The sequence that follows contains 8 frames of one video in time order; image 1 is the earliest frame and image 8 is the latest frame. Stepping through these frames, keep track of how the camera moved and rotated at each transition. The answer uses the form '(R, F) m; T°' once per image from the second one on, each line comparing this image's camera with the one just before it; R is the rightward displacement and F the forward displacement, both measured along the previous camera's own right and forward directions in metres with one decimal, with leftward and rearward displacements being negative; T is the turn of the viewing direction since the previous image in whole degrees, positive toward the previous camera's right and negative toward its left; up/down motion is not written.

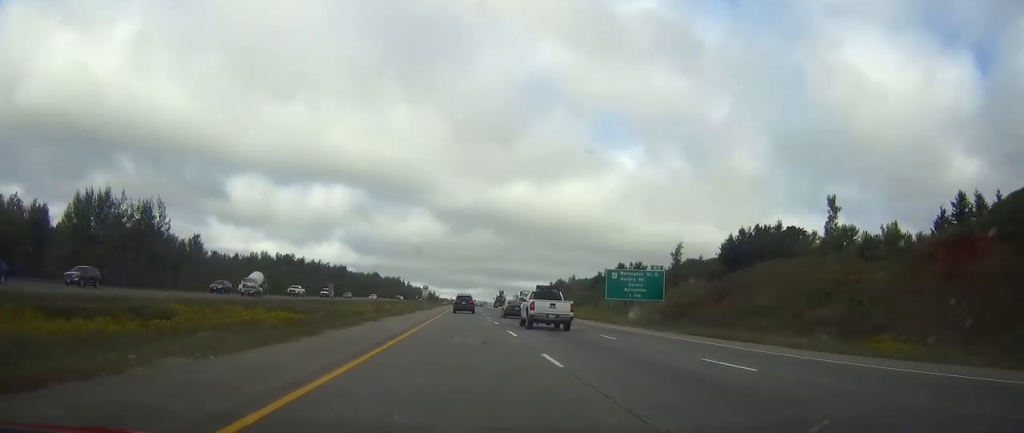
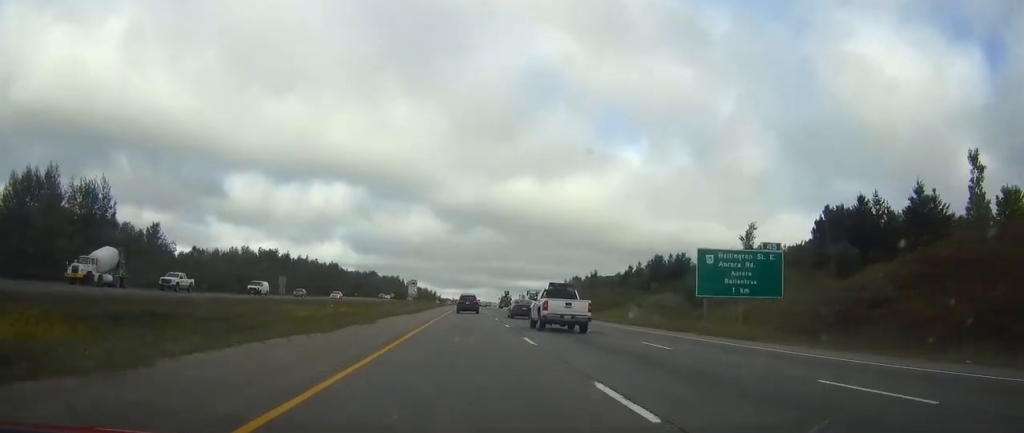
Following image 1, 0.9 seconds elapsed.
(0.0, +30.2) m; 0°
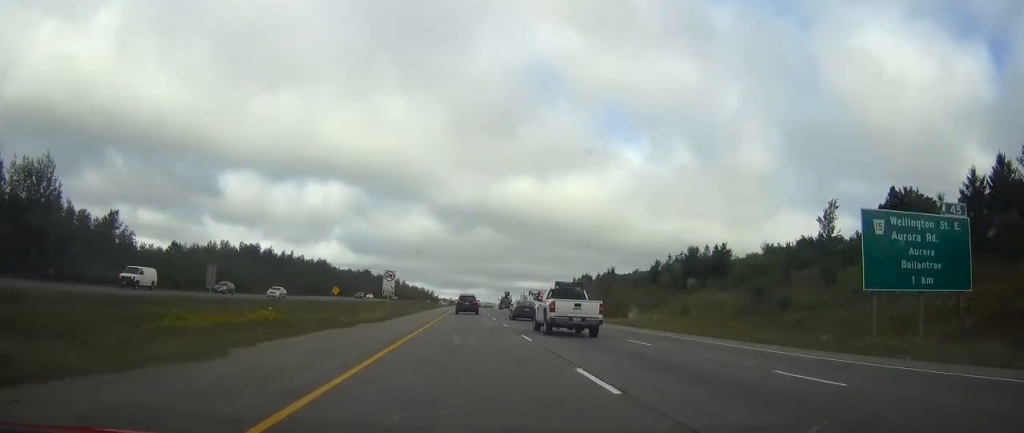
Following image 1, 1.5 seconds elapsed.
(0.0, +22.0) m; 0°
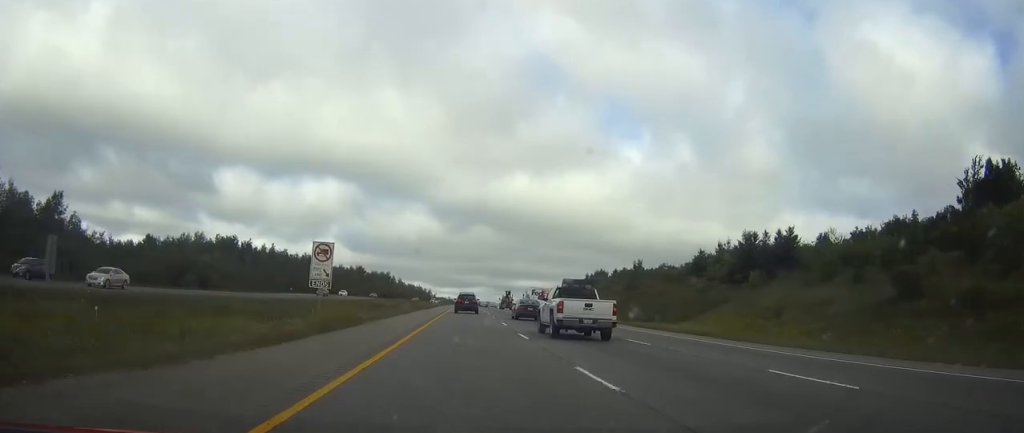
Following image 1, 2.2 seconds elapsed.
(0.0, +24.3) m; 0°
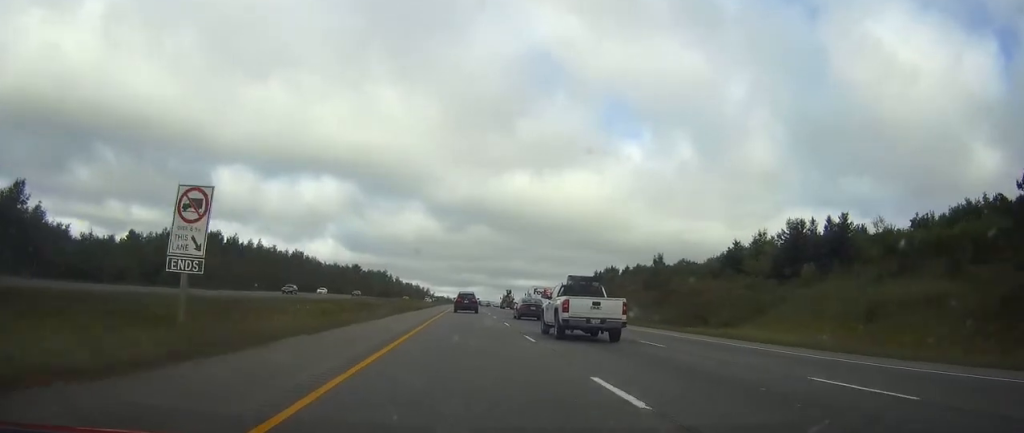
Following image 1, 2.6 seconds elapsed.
(0.0, +13.8) m; 0°
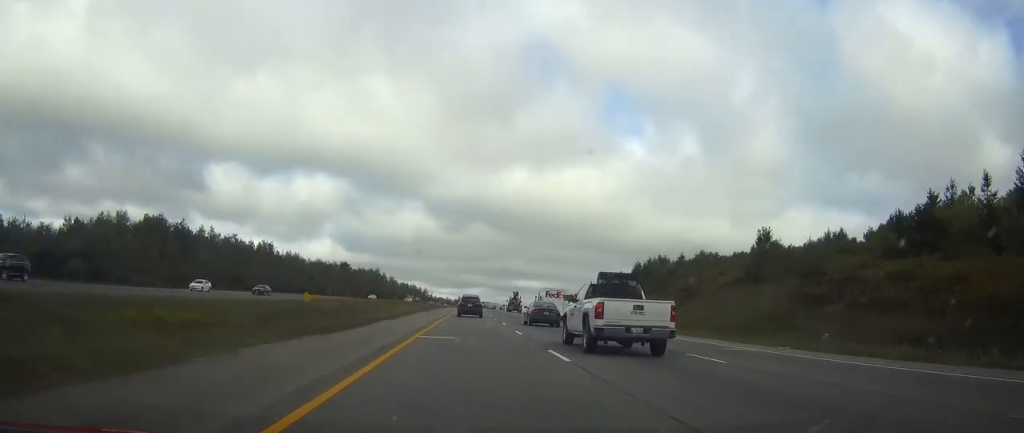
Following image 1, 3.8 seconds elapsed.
(0.0, +41.3) m; 0°
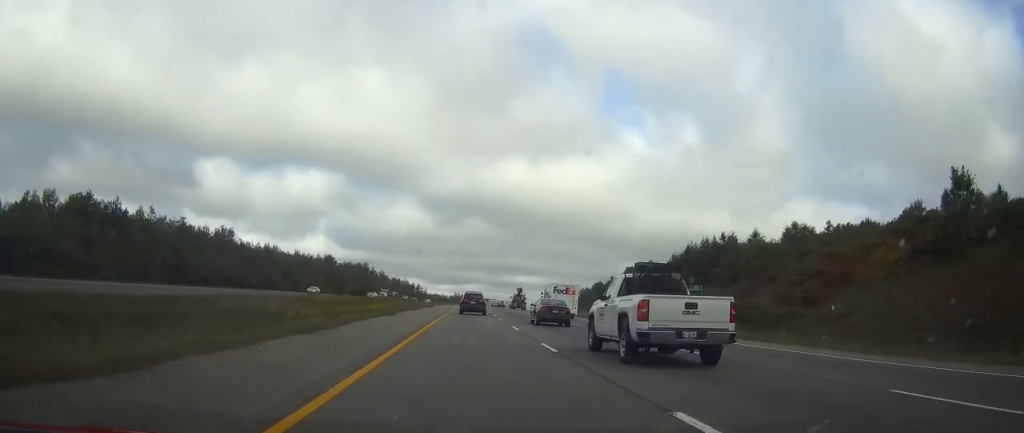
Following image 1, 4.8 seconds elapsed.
(0.0, +34.1) m; 0°
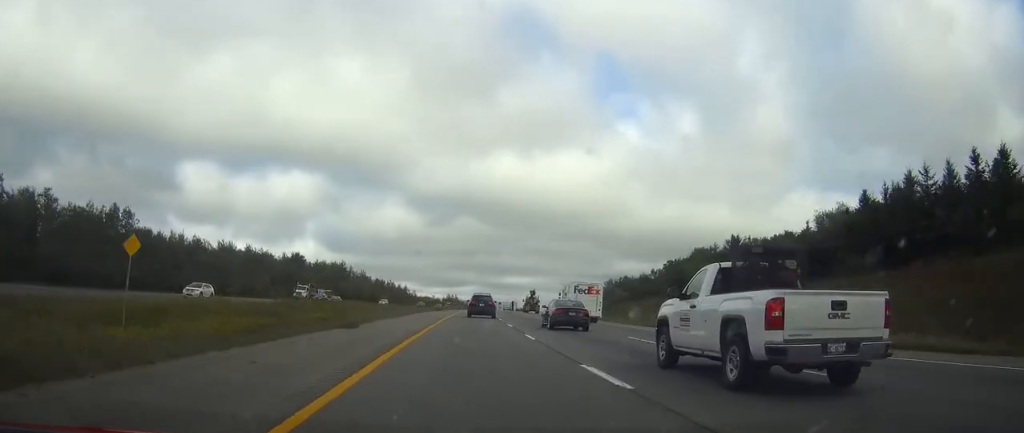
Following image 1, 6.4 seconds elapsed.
(0.0, +55.3) m; 0°
